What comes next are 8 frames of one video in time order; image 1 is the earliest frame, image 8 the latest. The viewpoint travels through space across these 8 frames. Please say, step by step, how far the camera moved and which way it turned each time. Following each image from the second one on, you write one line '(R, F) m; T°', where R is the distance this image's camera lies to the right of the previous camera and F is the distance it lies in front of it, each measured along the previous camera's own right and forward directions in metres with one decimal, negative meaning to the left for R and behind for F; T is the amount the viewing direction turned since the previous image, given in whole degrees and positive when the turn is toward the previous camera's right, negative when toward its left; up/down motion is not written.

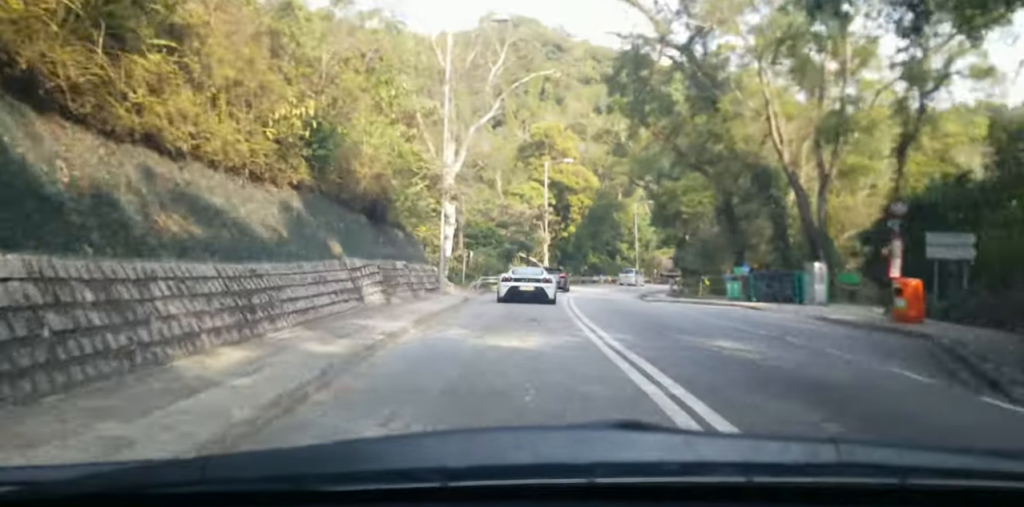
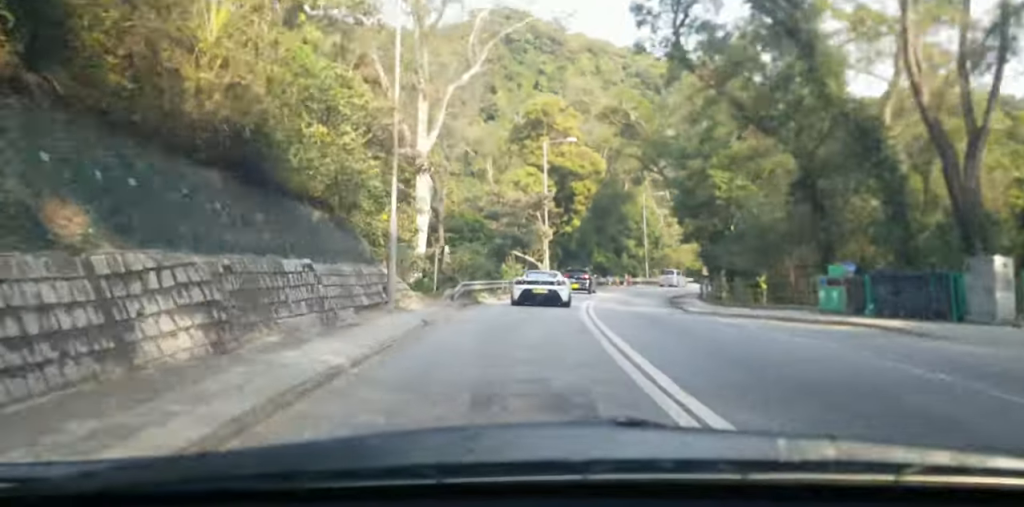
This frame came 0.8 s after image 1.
(+0.4, +10.3) m; +4°
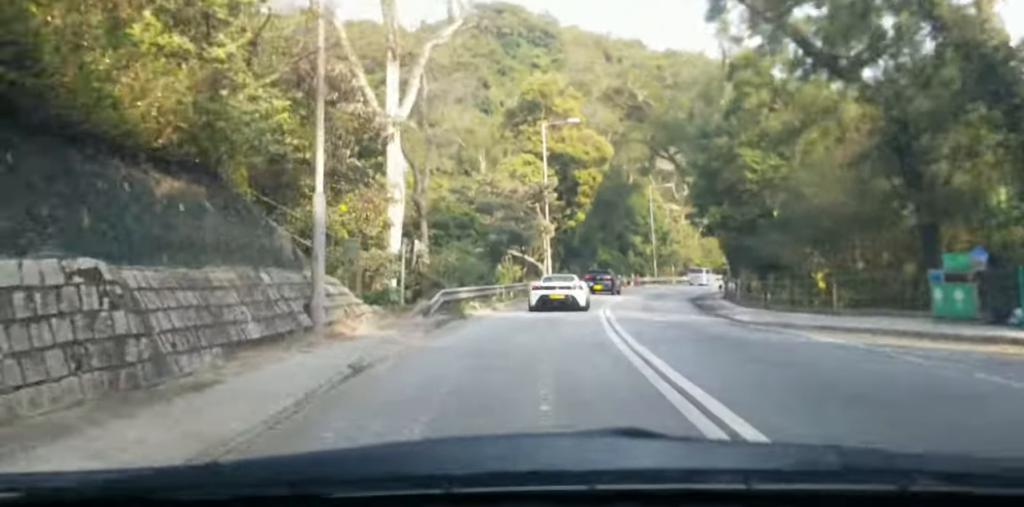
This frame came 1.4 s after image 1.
(+0.2, +6.7) m; +2°
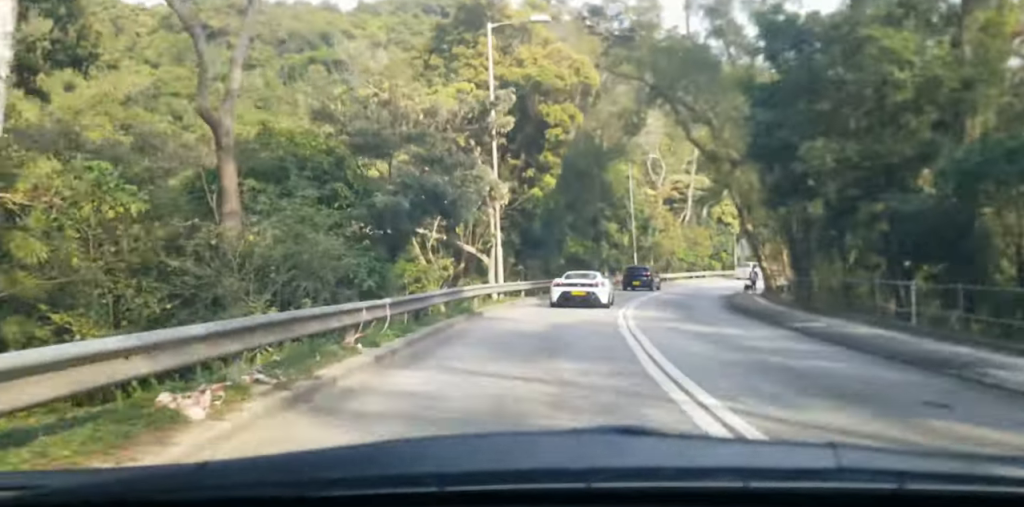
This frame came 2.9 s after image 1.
(0.0, +18.1) m; 0°
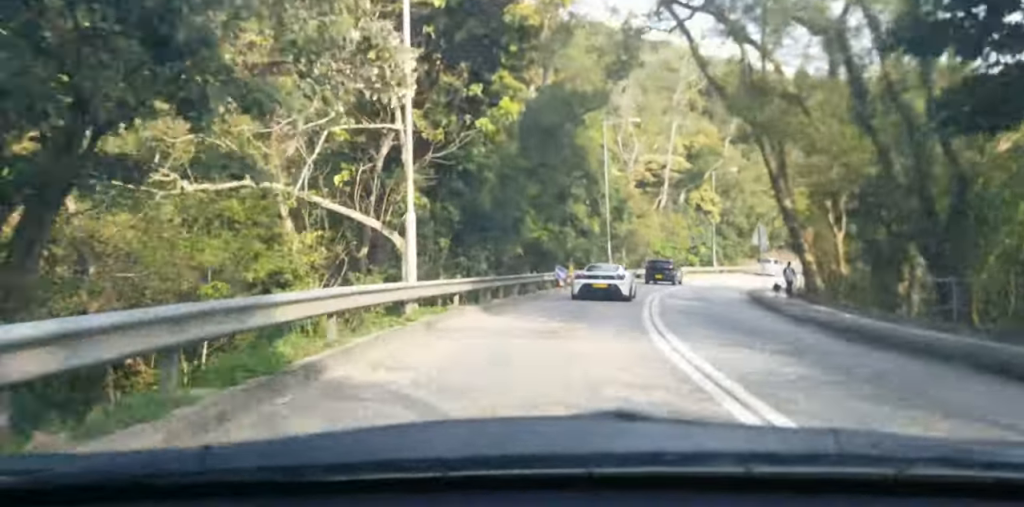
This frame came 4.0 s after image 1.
(-0.1, +13.2) m; +3°
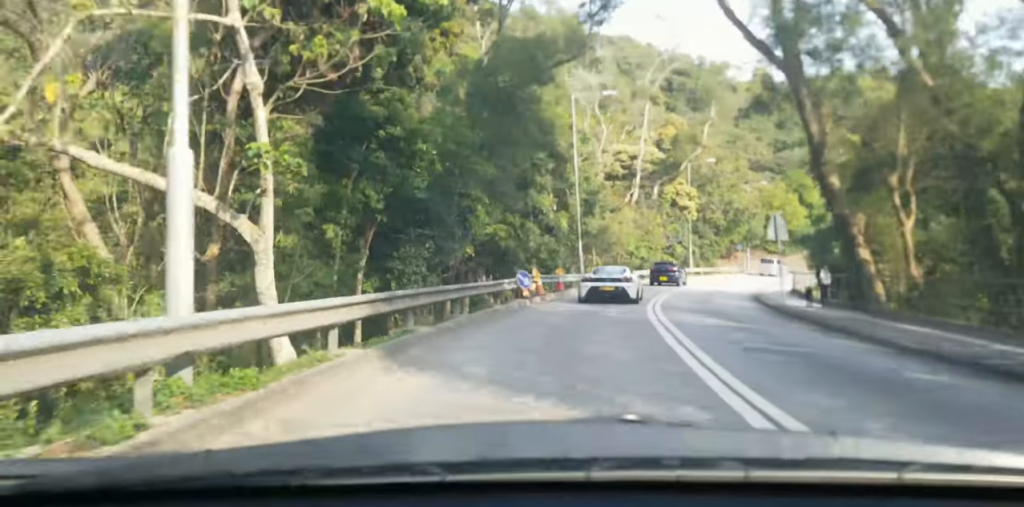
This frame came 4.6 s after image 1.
(+0.1, +8.0) m; +4°
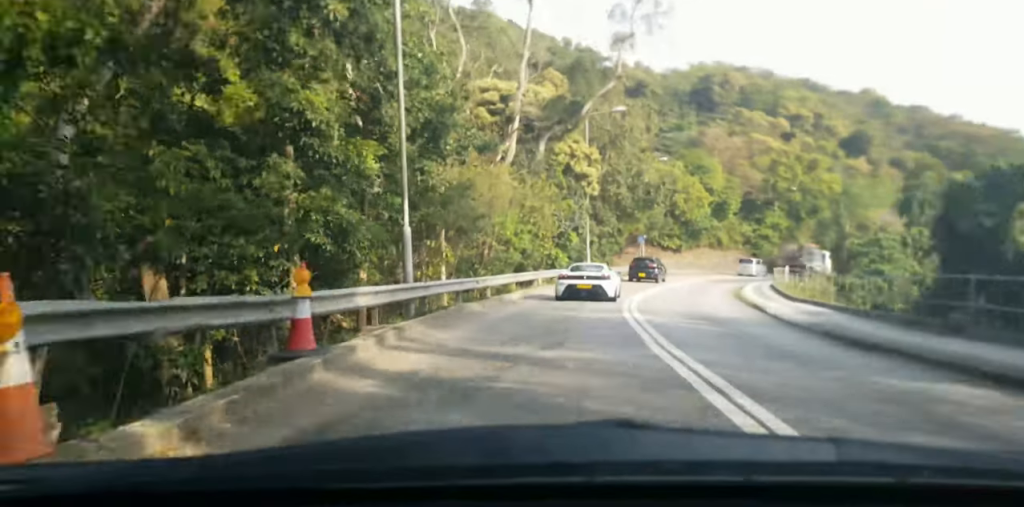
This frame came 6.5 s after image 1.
(+2.8, +24.2) m; +11°
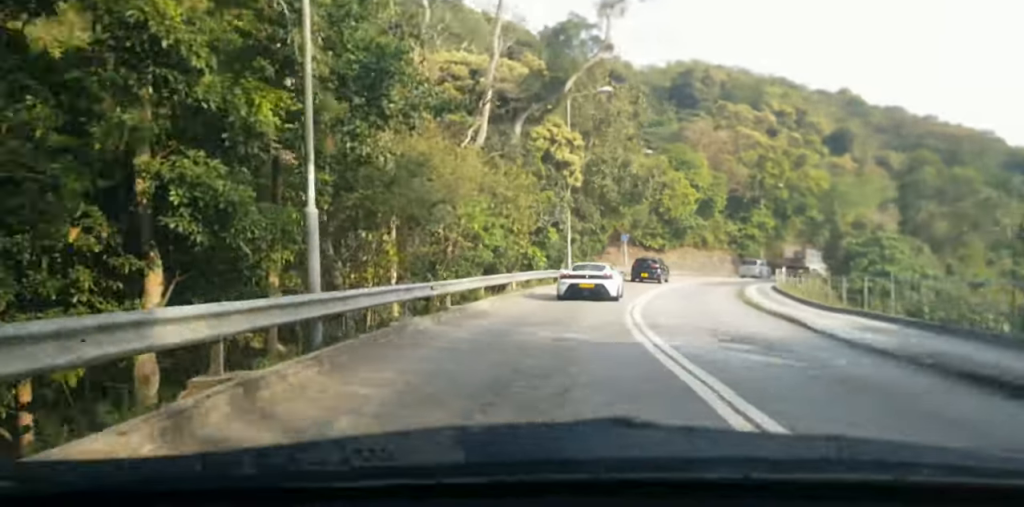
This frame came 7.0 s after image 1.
(+0.2, +6.4) m; +2°
